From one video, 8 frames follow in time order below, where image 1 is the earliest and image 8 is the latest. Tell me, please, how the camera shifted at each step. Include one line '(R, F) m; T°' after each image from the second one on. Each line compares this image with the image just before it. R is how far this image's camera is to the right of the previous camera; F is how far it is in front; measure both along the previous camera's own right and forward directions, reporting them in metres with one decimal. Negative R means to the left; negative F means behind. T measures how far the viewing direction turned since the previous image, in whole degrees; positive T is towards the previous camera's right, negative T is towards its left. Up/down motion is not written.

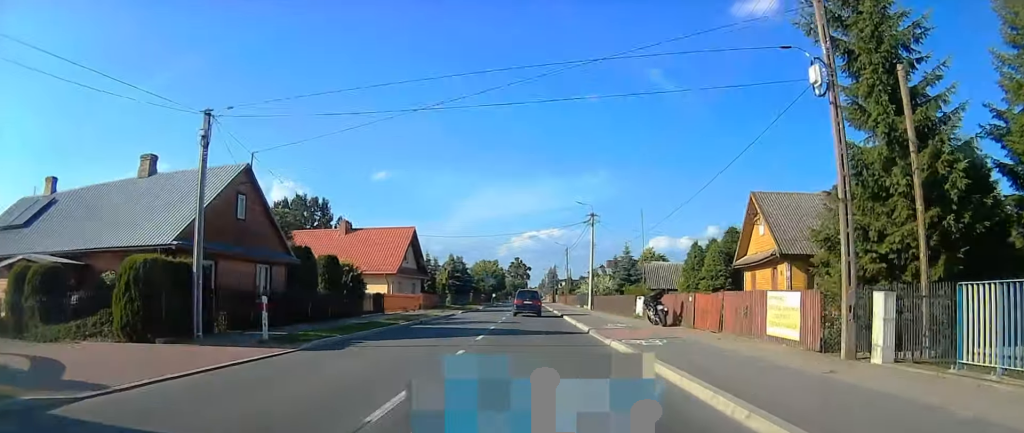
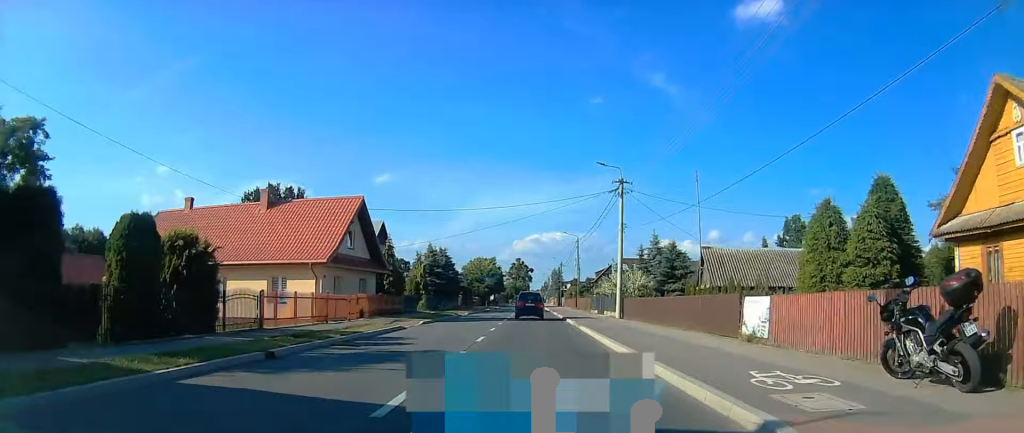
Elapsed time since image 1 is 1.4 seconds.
(+0.1, +18.6) m; -1°
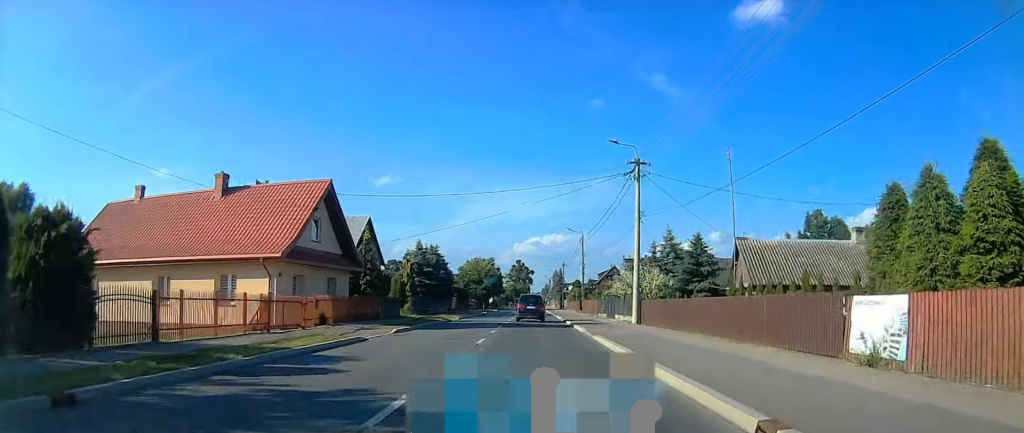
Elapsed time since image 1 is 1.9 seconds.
(0.0, +6.3) m; -1°
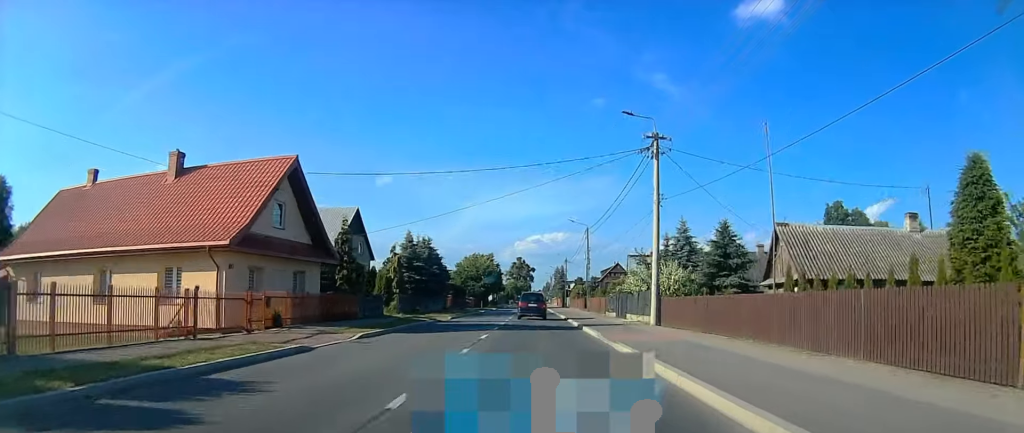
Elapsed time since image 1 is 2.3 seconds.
(0.0, +5.0) m; 0°
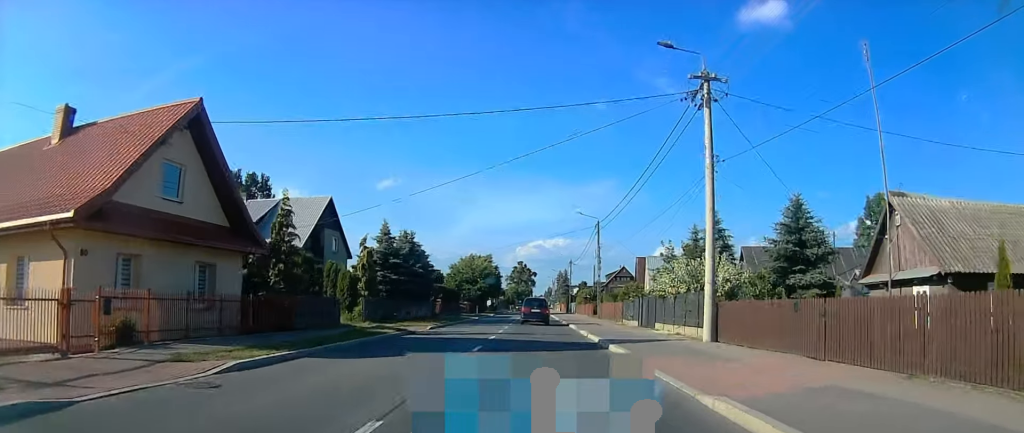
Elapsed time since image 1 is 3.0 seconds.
(-0.1, +9.3) m; -1°
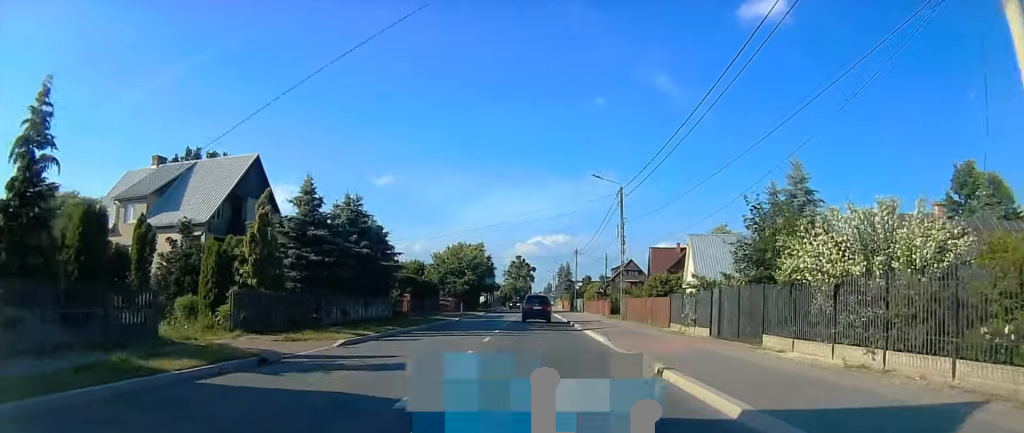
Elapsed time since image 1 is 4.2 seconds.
(0.0, +15.1) m; -1°
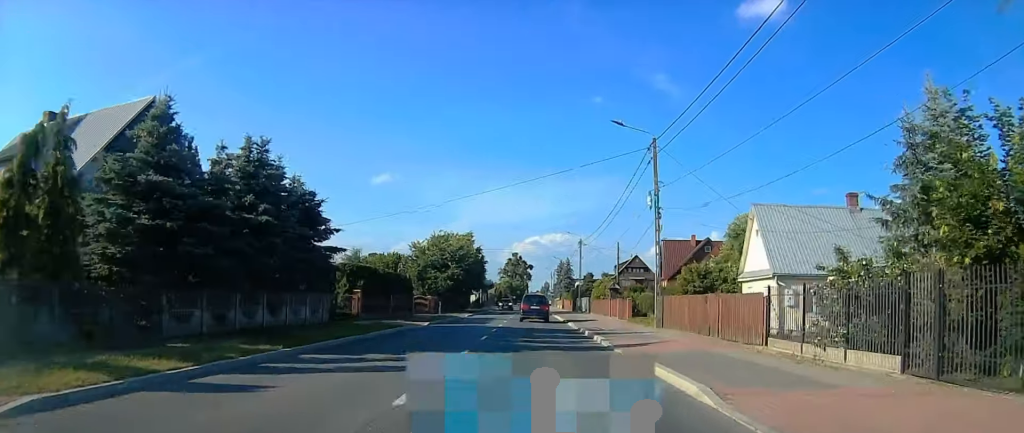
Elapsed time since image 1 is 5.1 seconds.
(-0.1, +11.4) m; 0°
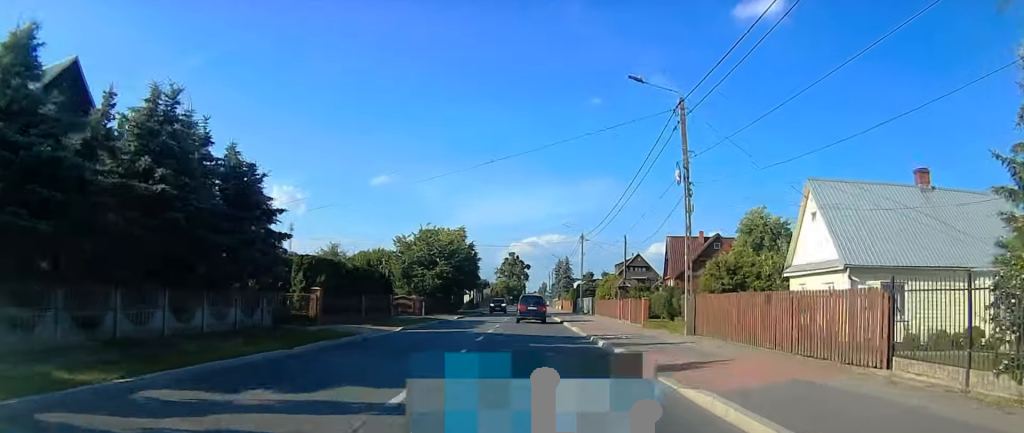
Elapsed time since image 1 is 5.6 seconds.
(0.0, +5.7) m; 0°
